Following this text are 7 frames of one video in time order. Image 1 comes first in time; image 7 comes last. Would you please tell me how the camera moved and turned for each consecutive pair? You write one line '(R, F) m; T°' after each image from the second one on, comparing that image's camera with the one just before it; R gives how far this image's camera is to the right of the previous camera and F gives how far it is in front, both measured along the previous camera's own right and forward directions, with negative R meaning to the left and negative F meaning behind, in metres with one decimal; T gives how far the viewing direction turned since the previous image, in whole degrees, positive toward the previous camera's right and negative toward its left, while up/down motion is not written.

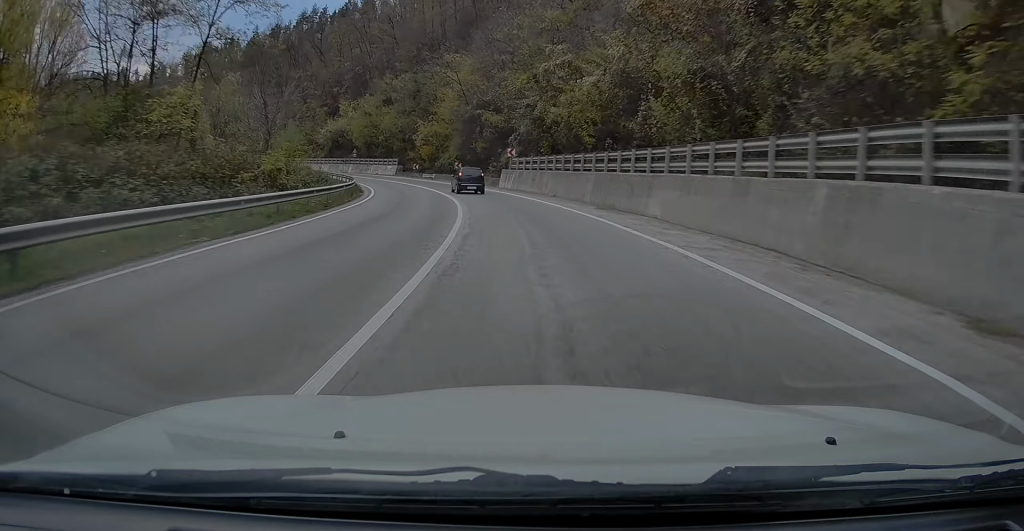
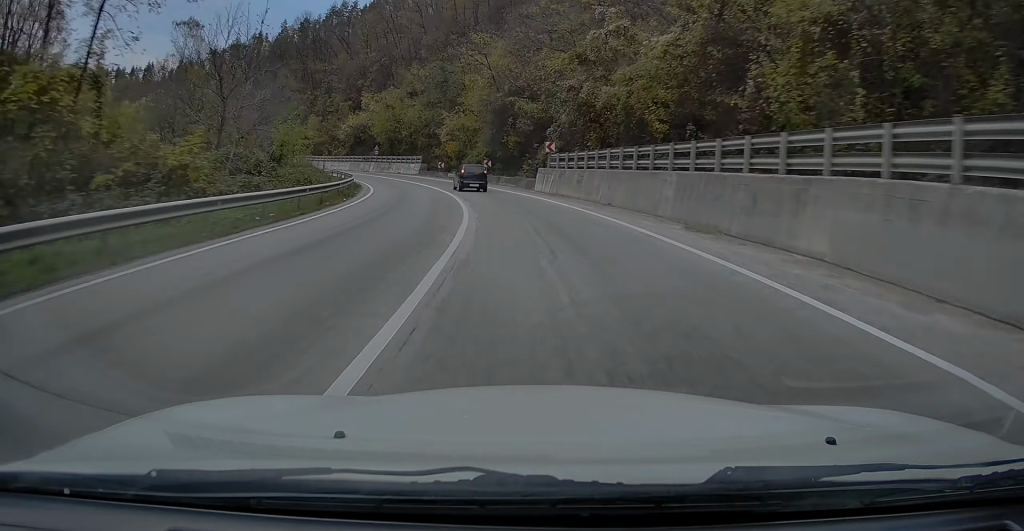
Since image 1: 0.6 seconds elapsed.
(-0.2, +10.3) m; -3°
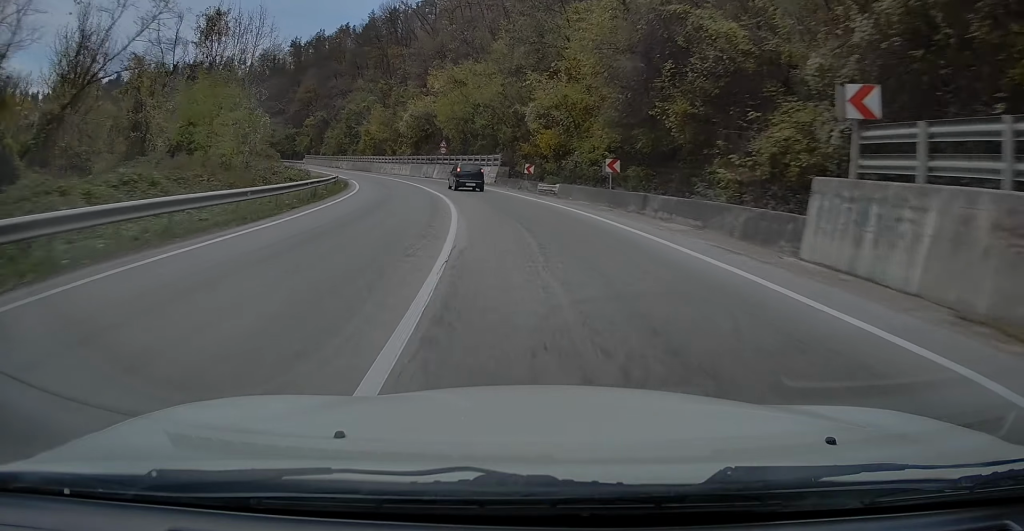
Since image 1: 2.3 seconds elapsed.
(-2.3, +30.2) m; -9°
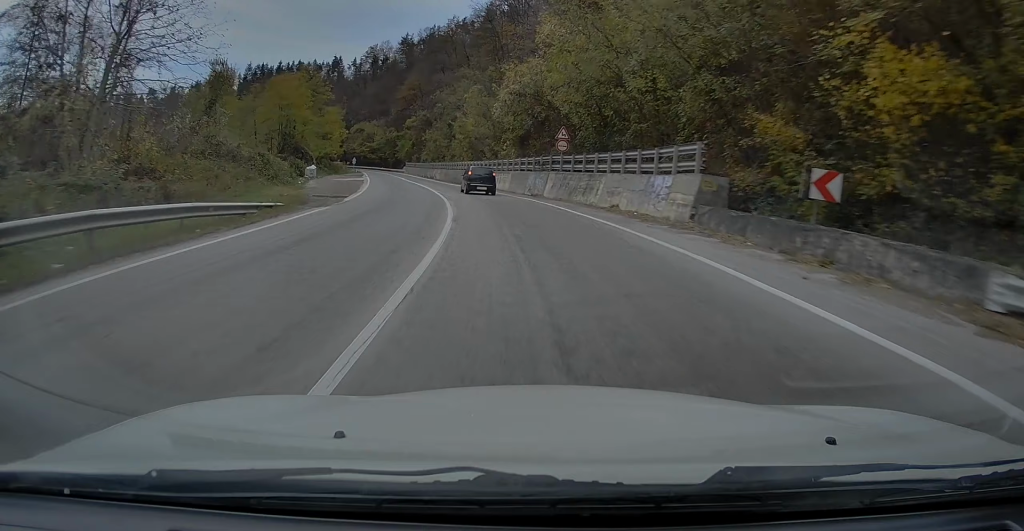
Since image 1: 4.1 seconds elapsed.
(-3.2, +31.9) m; -14°
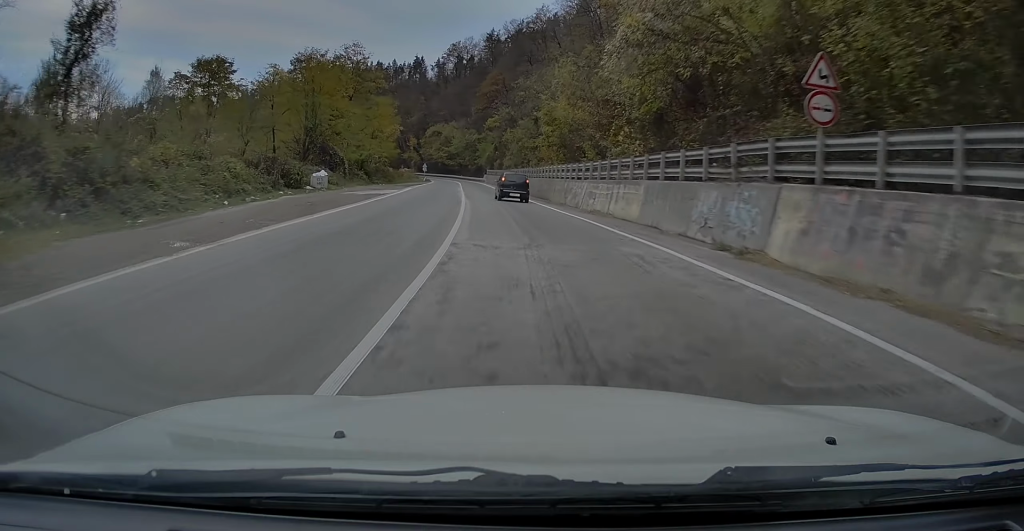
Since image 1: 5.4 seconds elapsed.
(-2.6, +24.8) m; -9°
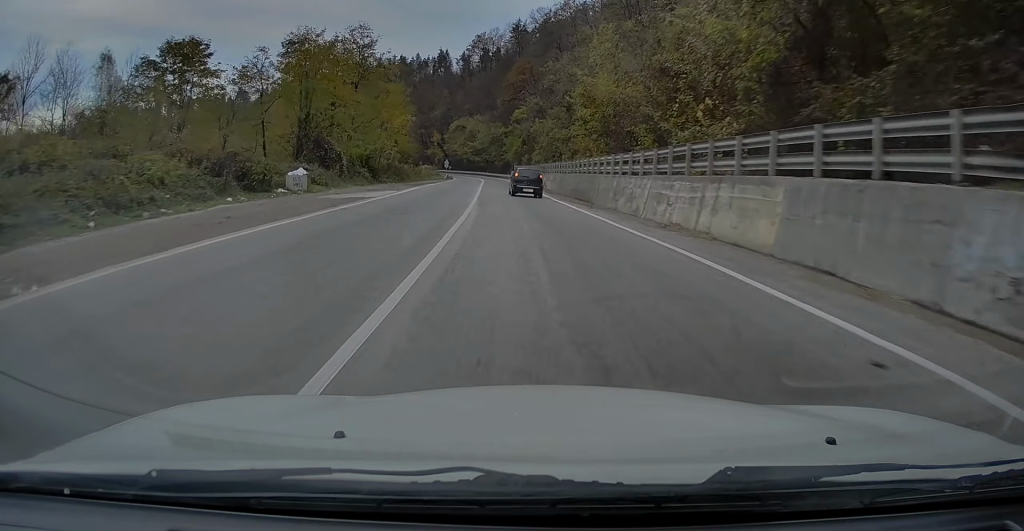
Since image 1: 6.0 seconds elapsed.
(-0.2, +10.5) m; -2°
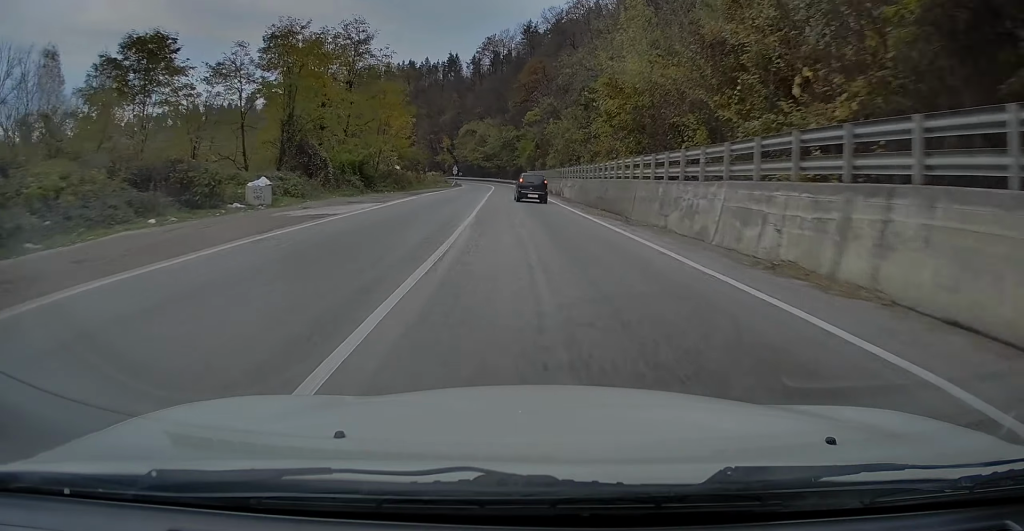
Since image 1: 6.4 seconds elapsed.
(-0.1, +7.5) m; -1°
